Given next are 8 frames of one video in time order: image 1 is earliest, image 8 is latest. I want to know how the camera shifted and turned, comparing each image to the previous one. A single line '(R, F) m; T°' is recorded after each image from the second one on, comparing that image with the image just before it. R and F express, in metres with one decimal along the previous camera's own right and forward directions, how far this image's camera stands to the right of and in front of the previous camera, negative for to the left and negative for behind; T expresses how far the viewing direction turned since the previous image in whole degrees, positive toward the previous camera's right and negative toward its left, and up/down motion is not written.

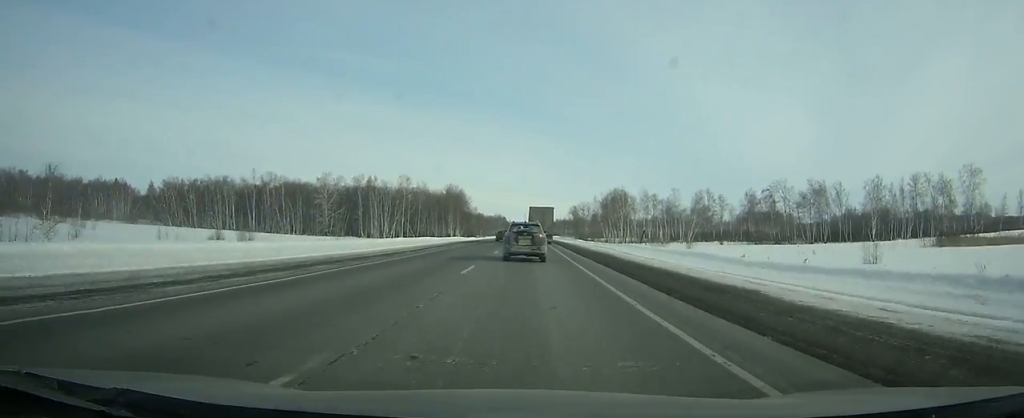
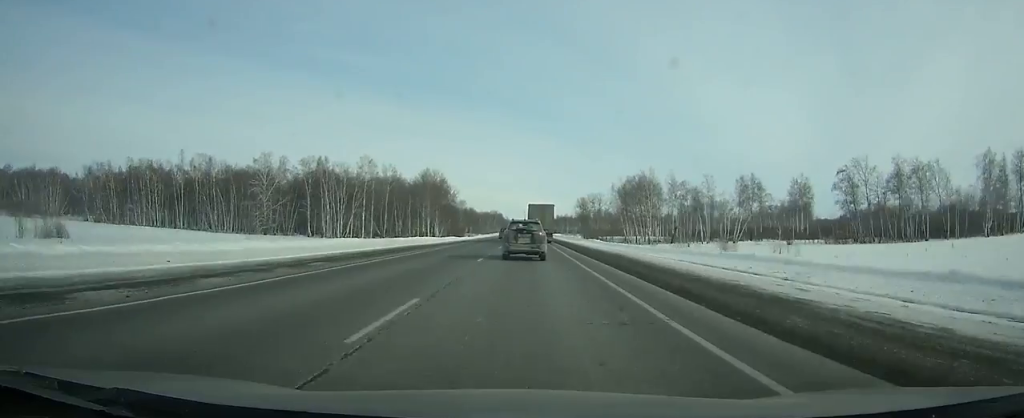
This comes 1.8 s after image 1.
(0.0, +41.8) m; 0°
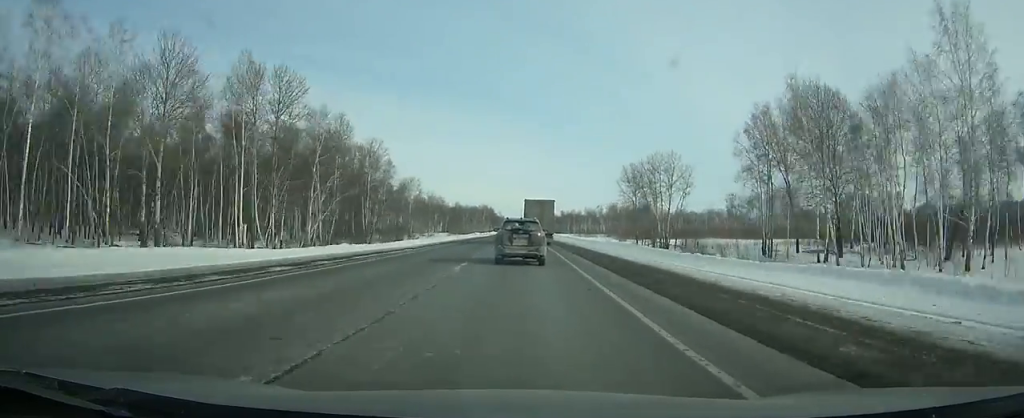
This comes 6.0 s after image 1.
(-0.4, +100.5) m; 0°
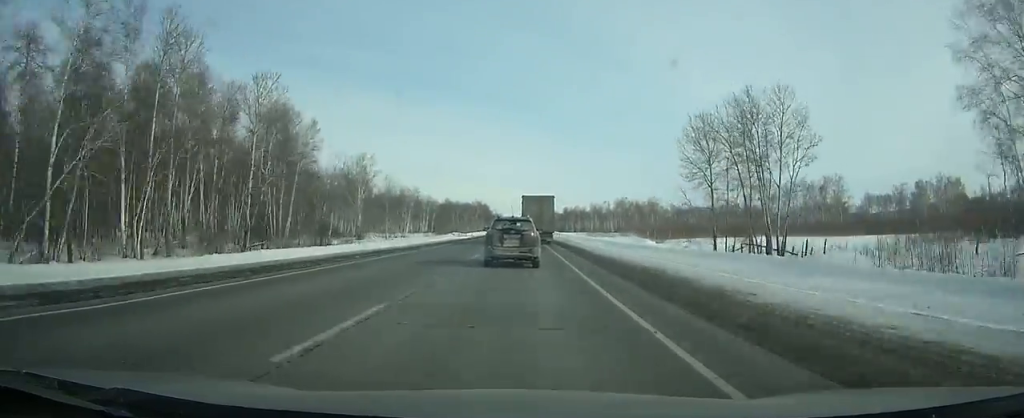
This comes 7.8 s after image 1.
(0.0, +43.4) m; 0°
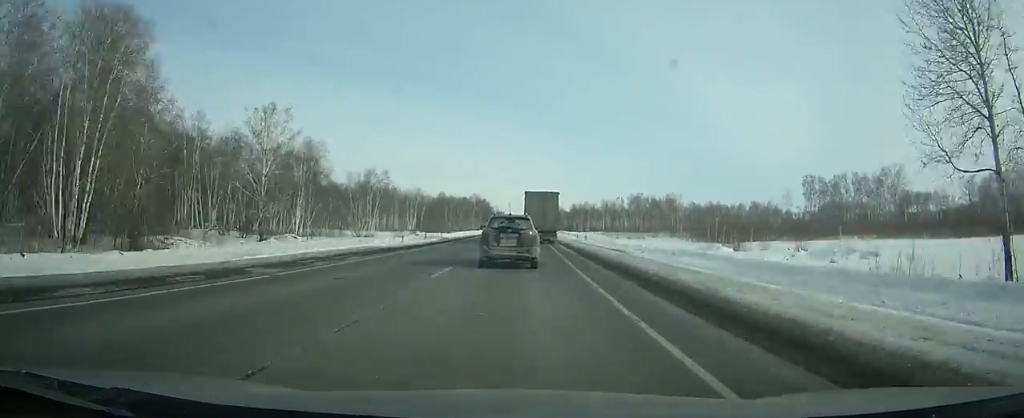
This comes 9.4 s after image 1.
(-0.1, +38.4) m; 0°
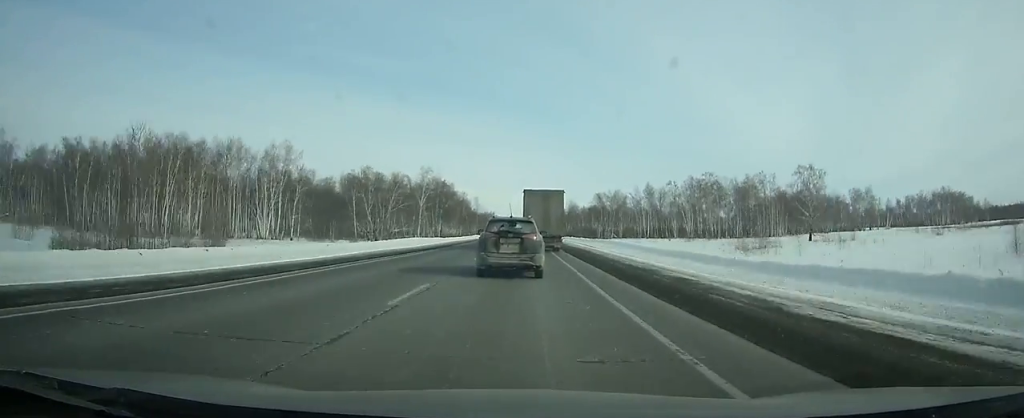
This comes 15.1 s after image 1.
(-0.3, +133.4) m; 0°
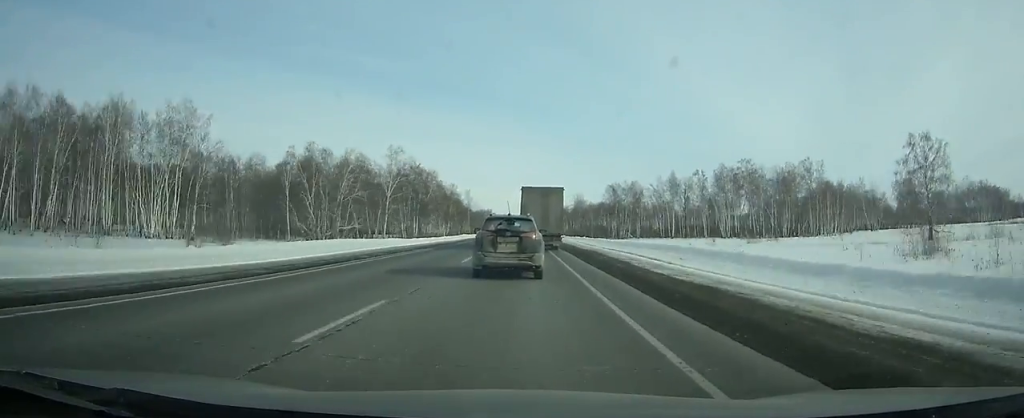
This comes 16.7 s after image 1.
(+0.1, +36.5) m; 0°
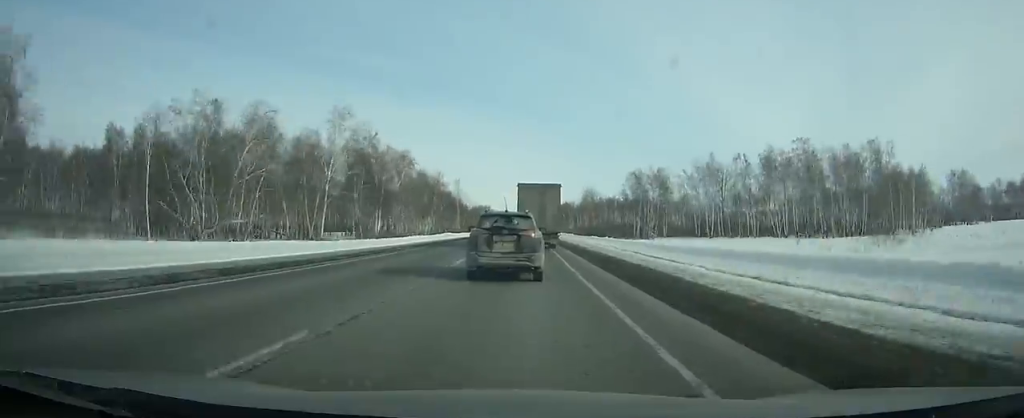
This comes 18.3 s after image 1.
(-0.2, +35.7) m; 0°
